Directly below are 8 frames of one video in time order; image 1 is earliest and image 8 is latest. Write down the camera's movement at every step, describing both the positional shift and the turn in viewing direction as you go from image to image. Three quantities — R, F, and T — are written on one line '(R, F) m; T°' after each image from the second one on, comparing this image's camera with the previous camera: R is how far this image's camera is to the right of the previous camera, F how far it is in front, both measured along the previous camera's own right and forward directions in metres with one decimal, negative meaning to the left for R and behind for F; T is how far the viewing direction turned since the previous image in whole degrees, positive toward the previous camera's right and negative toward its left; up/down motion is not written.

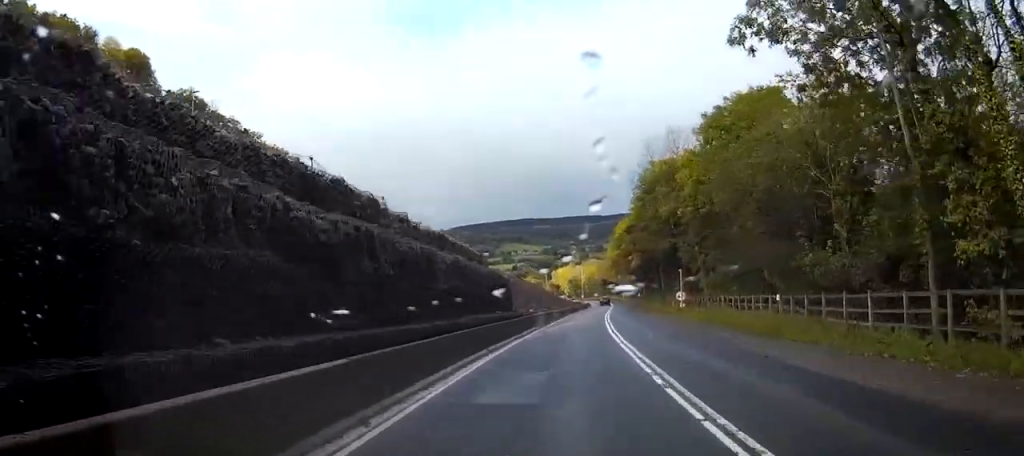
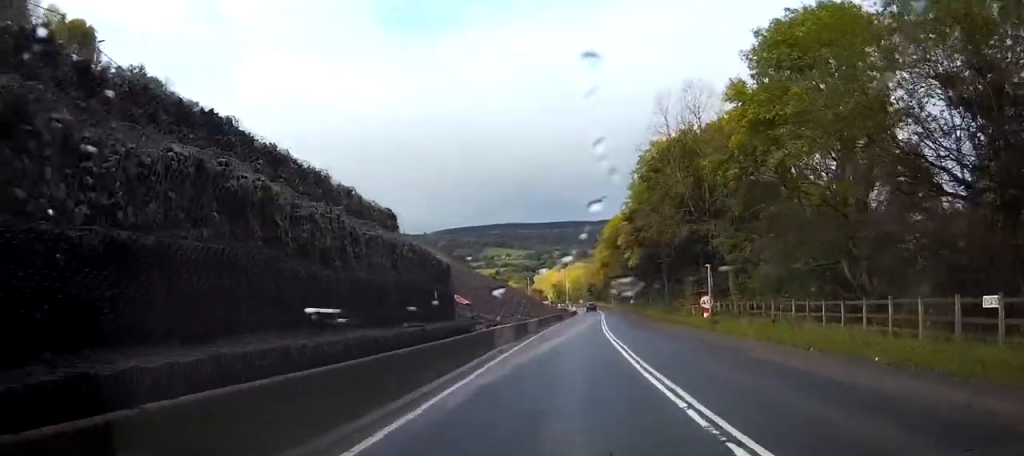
(+0.1, +16.3) m; +1°
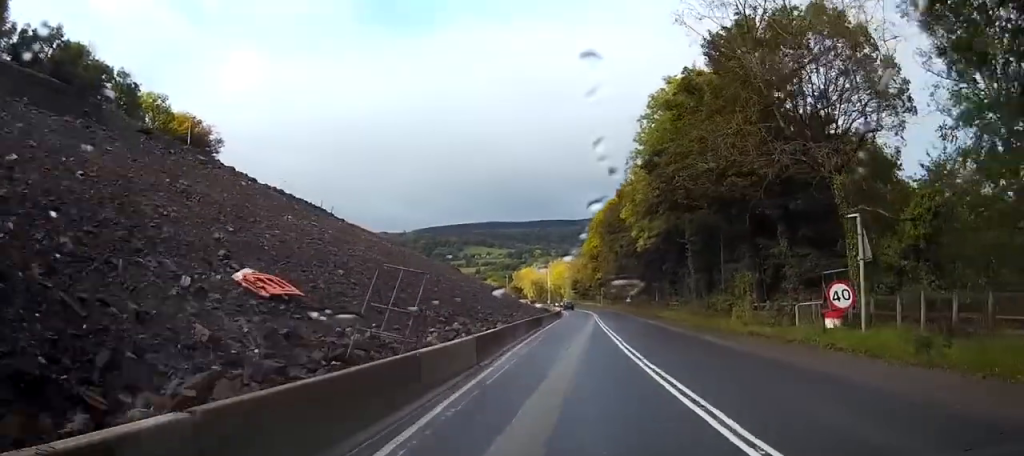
(+0.1, +23.7) m; +1°
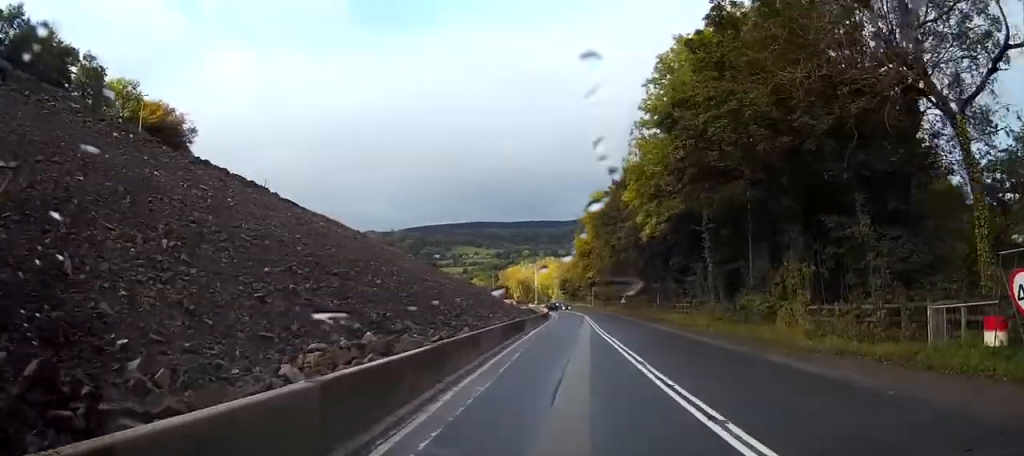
(-0.1, +10.3) m; +1°
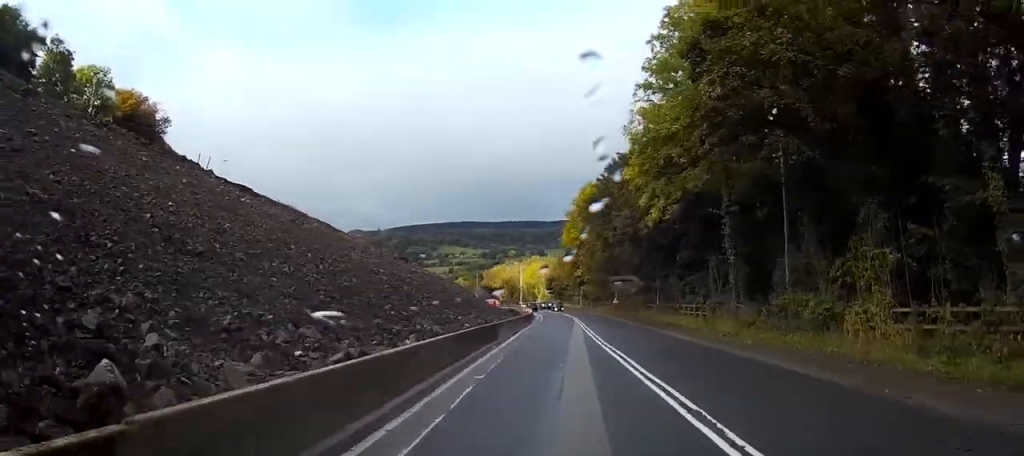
(+0.2, +8.5) m; +1°
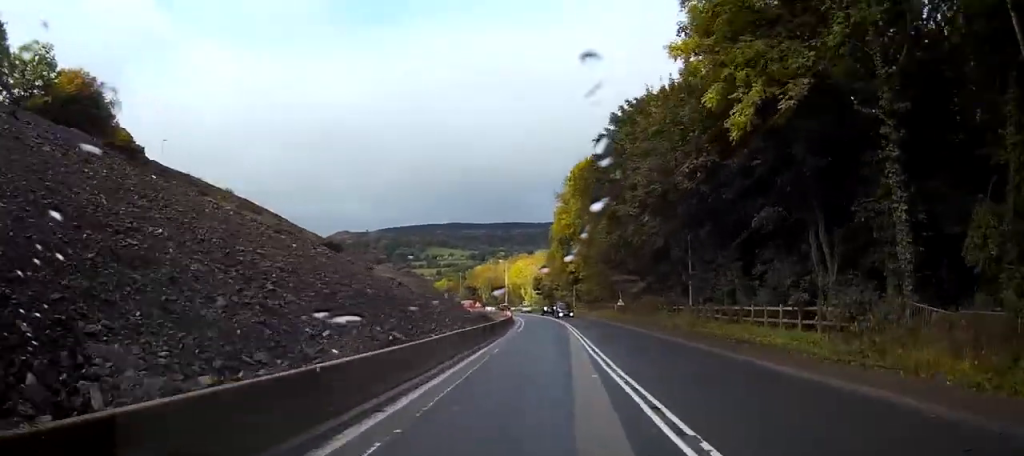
(+0.3, +19.5) m; +1°
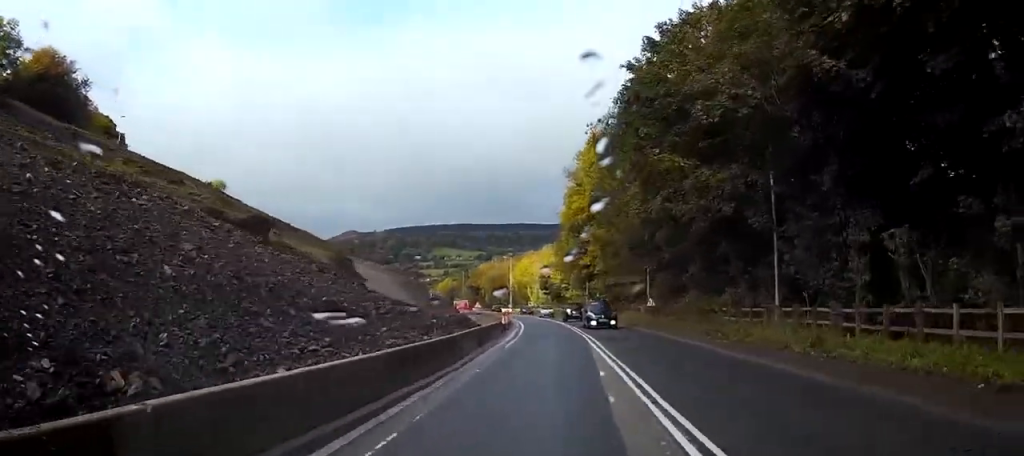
(0.0, +15.6) m; +1°
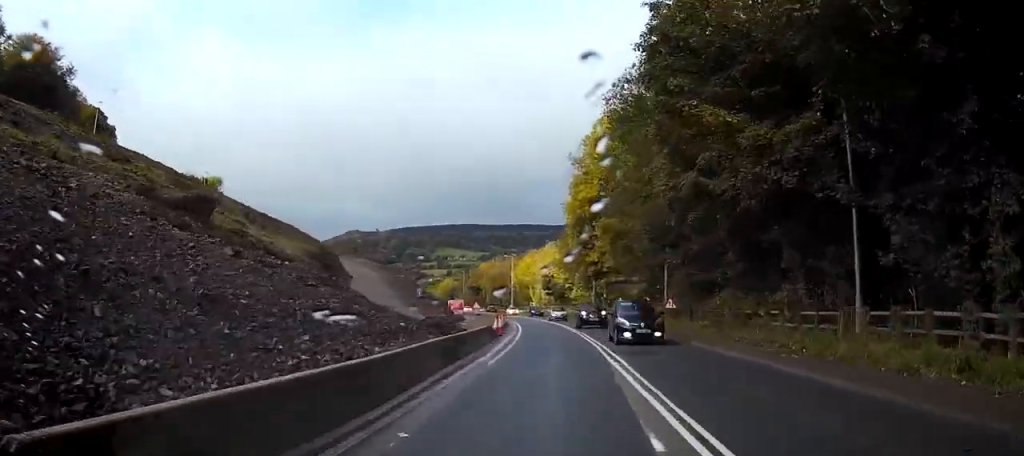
(0.0, +7.6) m; 0°
